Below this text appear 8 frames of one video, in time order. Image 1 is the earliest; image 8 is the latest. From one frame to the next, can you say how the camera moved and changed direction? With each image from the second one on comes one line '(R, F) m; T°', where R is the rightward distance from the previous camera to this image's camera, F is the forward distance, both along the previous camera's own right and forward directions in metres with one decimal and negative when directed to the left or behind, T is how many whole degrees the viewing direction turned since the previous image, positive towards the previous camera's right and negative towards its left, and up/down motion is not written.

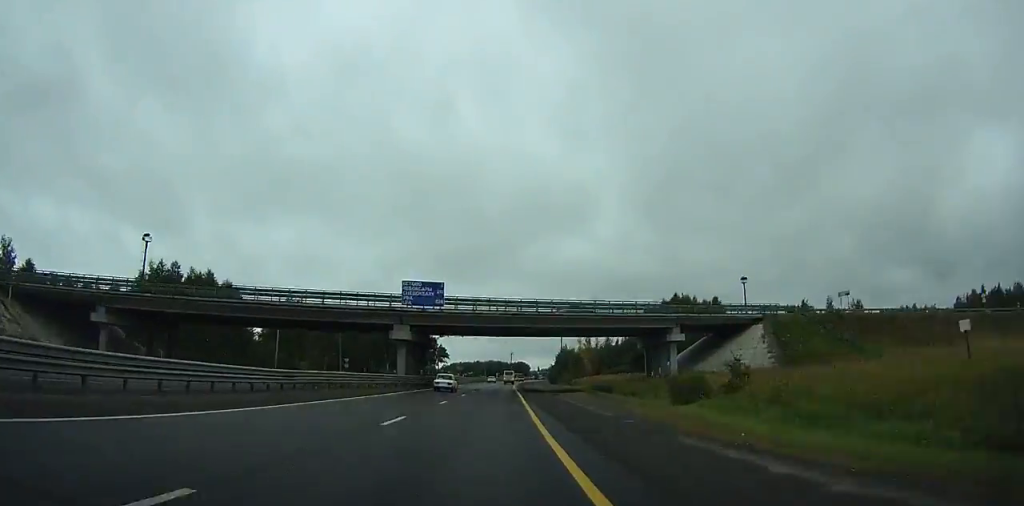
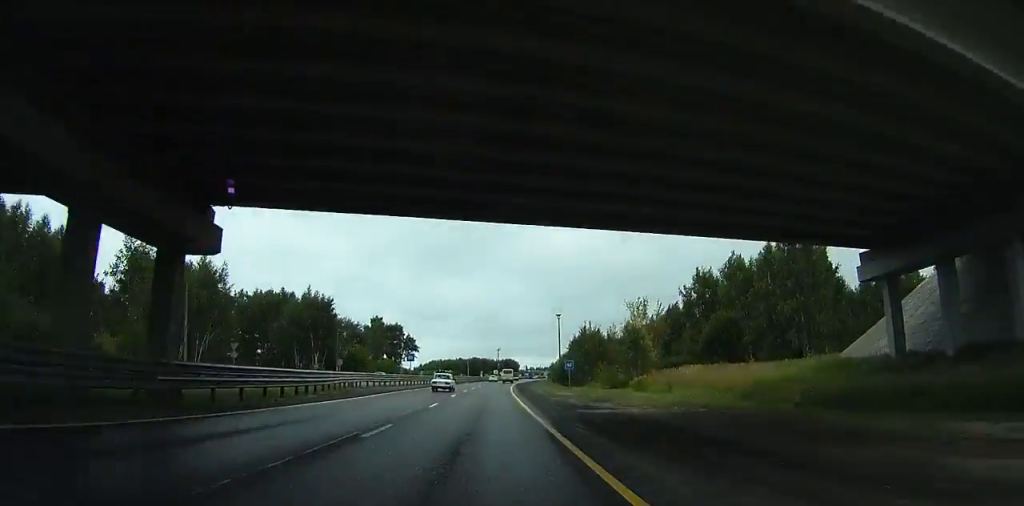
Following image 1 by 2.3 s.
(+0.6, +51.0) m; +1°
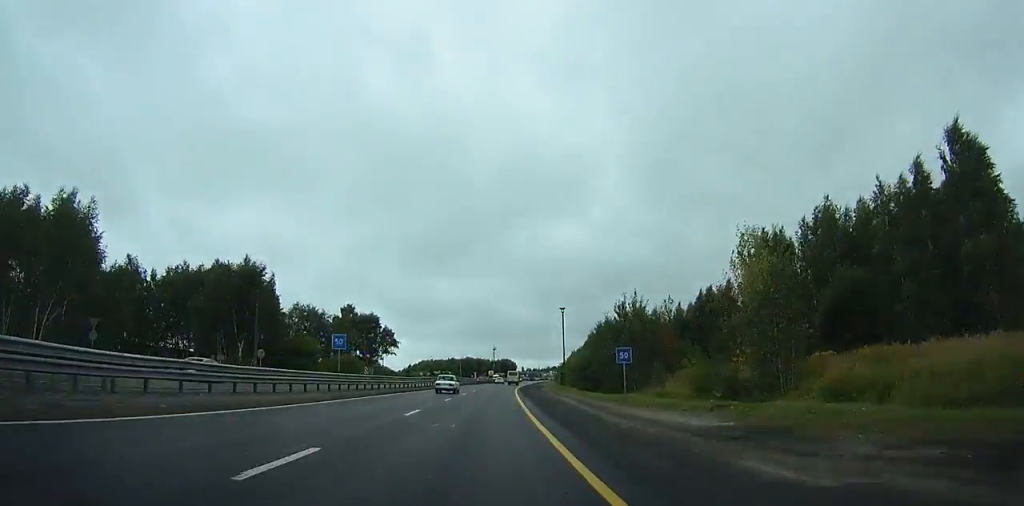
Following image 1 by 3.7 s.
(+0.1, +29.9) m; +1°
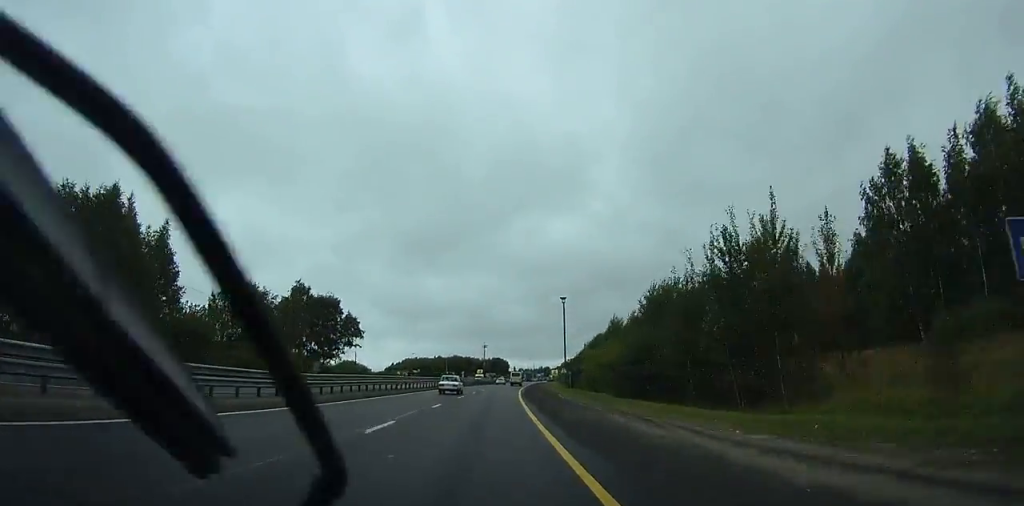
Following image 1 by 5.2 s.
(+0.3, +30.5) m; +1°
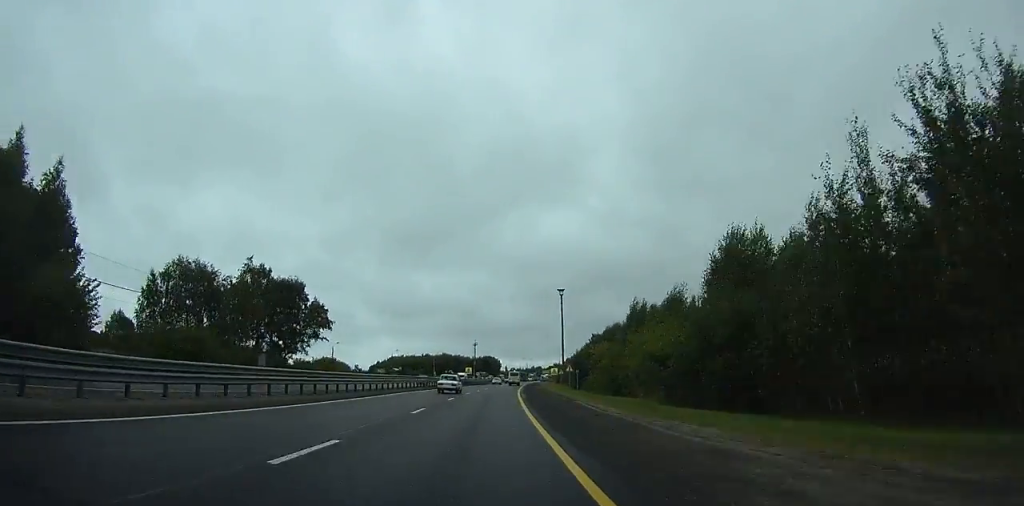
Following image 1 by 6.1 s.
(+0.1, +17.8) m; 0°
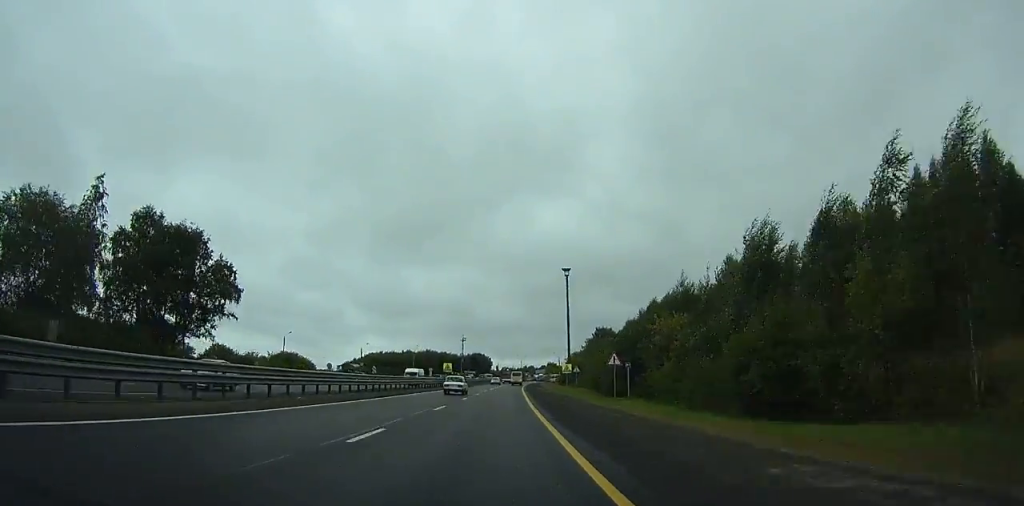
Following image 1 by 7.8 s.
(0.0, +34.0) m; +1°
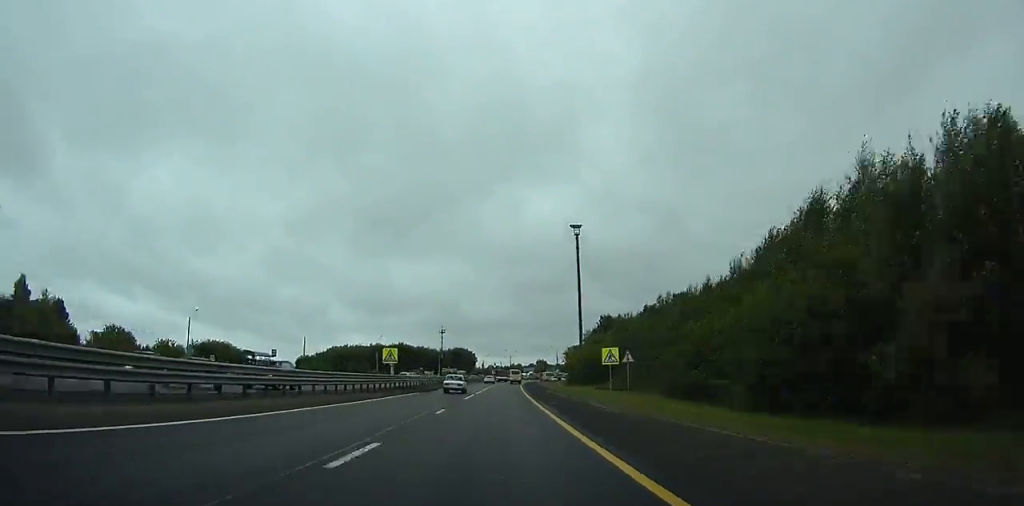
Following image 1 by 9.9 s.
(+0.5, +40.0) m; +1°
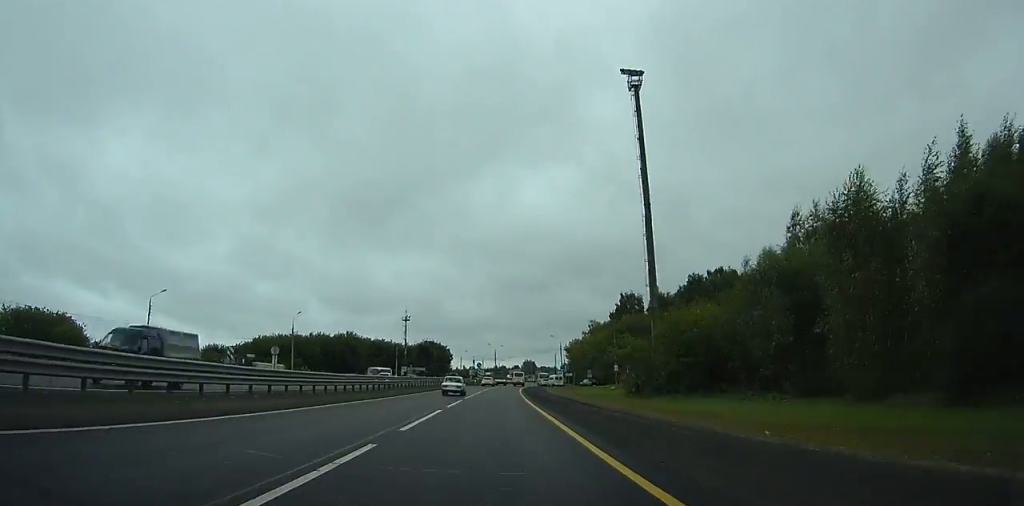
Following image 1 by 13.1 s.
(+1.0, +56.1) m; +2°
